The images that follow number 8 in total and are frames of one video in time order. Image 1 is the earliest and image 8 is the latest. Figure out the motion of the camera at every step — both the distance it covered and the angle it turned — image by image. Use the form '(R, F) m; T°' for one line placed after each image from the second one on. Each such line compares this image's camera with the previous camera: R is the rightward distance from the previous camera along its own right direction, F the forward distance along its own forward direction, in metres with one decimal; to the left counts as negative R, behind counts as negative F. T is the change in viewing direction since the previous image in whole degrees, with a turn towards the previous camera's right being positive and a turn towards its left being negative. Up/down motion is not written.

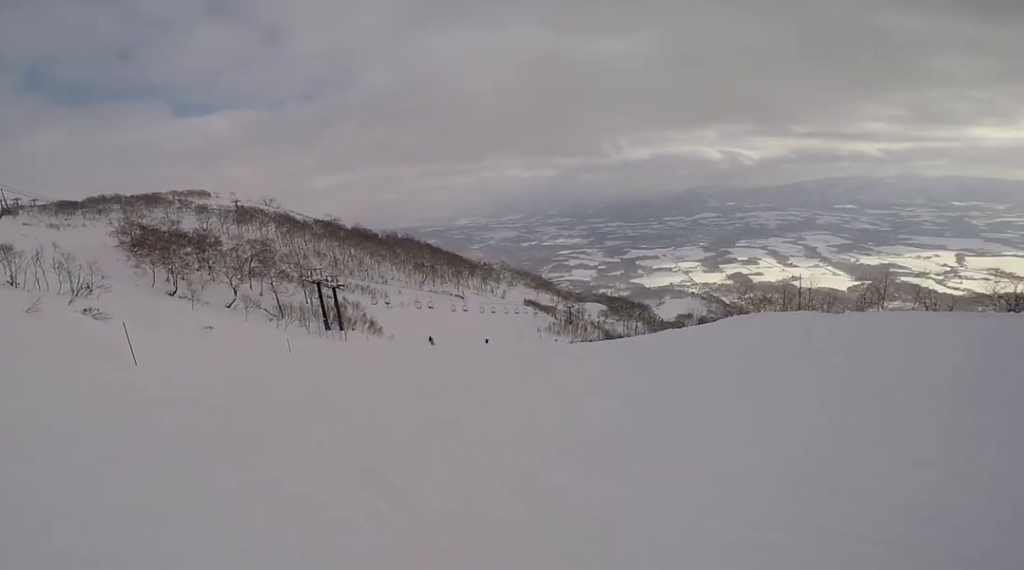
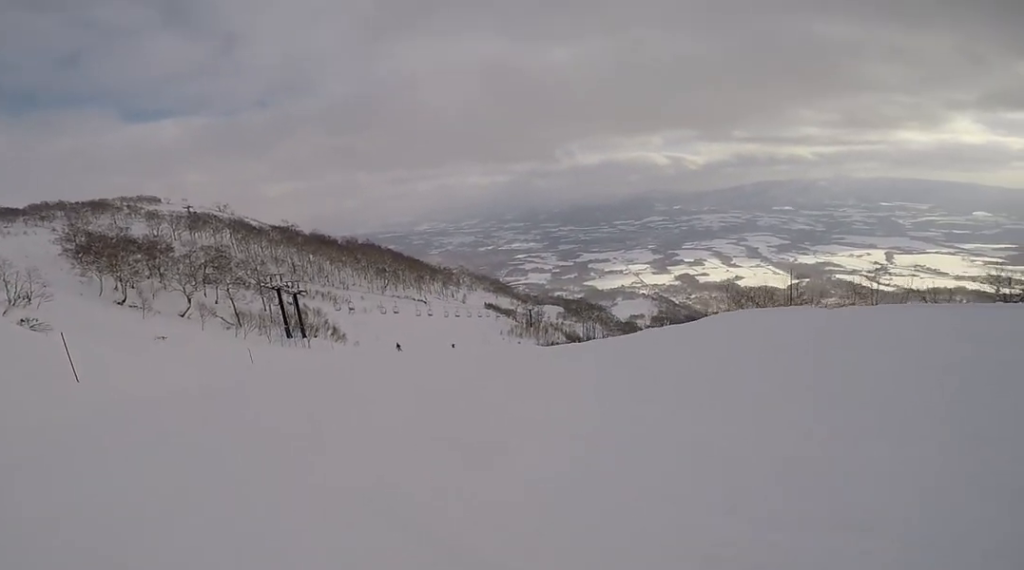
(+0.5, +1.6) m; +23°
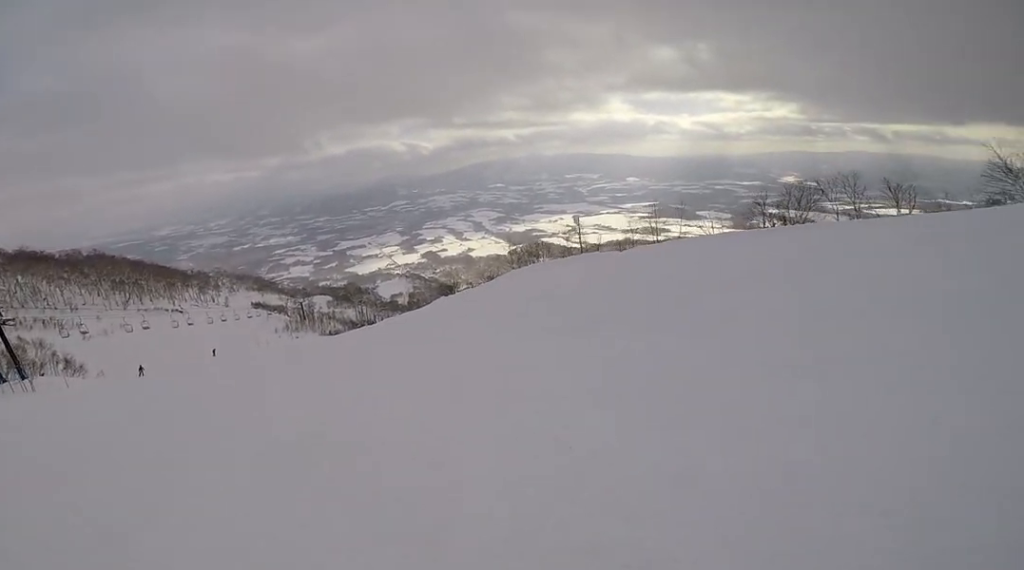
(+1.5, +3.3) m; +37°
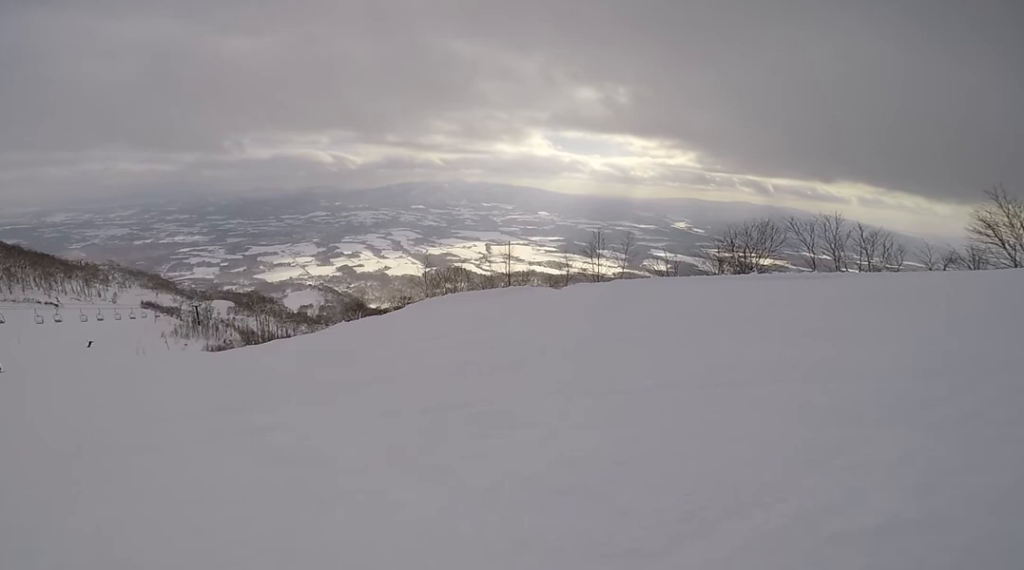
(+0.8, +4.4) m; -2°
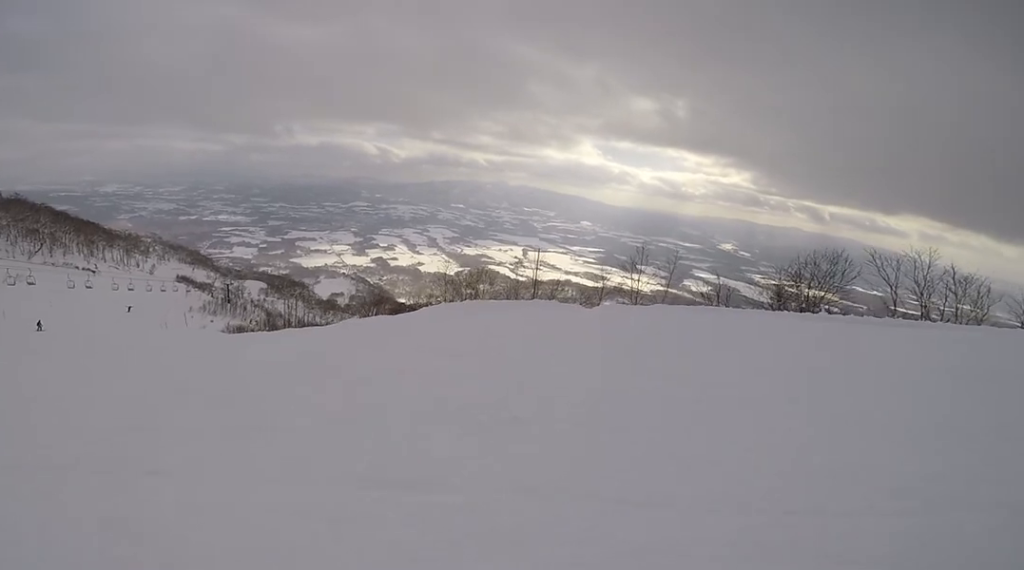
(+0.1, +1.7) m; -12°
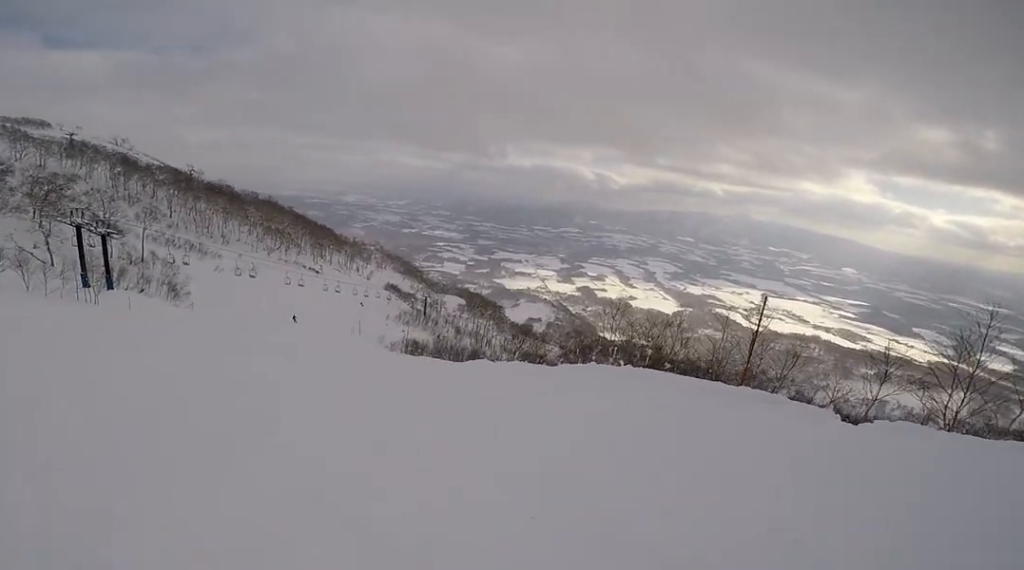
(-1.9, +4.8) m; -38°
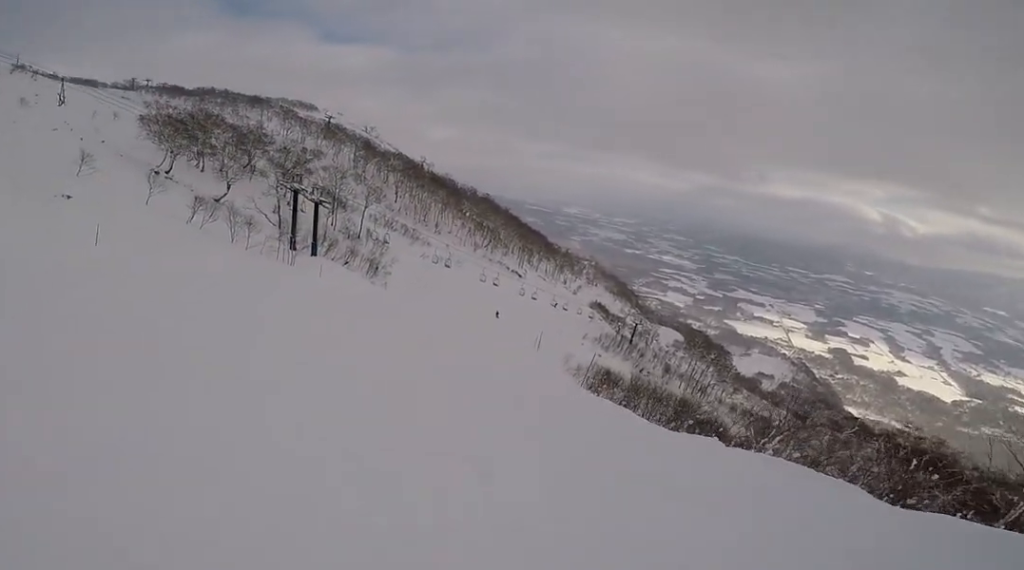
(-1.6, +5.6) m; -29°
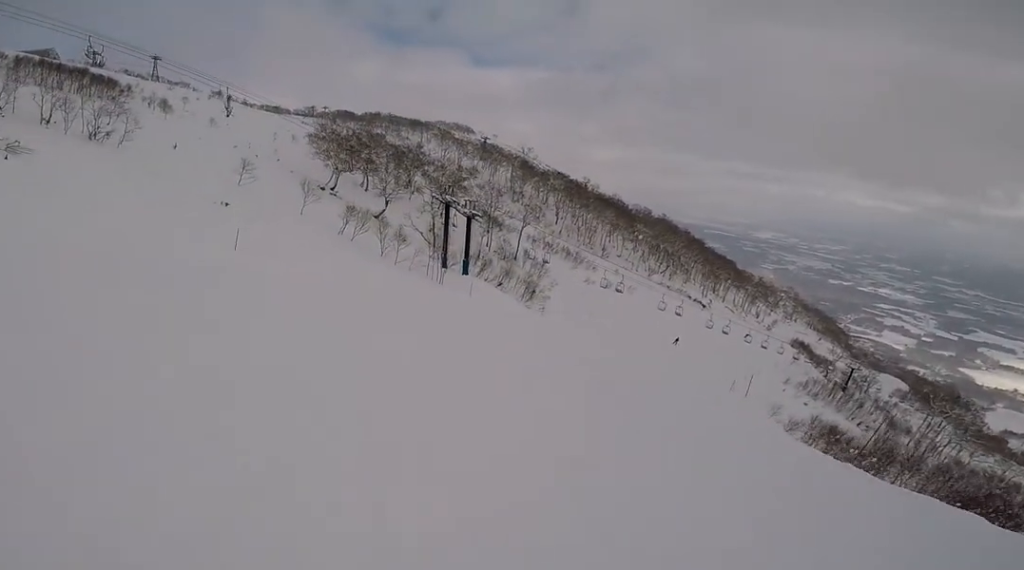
(-0.8, +3.9) m; -12°
